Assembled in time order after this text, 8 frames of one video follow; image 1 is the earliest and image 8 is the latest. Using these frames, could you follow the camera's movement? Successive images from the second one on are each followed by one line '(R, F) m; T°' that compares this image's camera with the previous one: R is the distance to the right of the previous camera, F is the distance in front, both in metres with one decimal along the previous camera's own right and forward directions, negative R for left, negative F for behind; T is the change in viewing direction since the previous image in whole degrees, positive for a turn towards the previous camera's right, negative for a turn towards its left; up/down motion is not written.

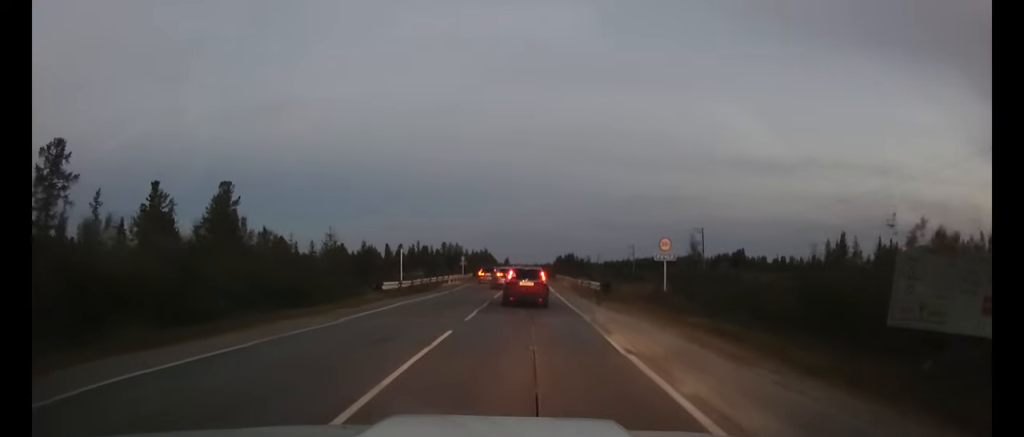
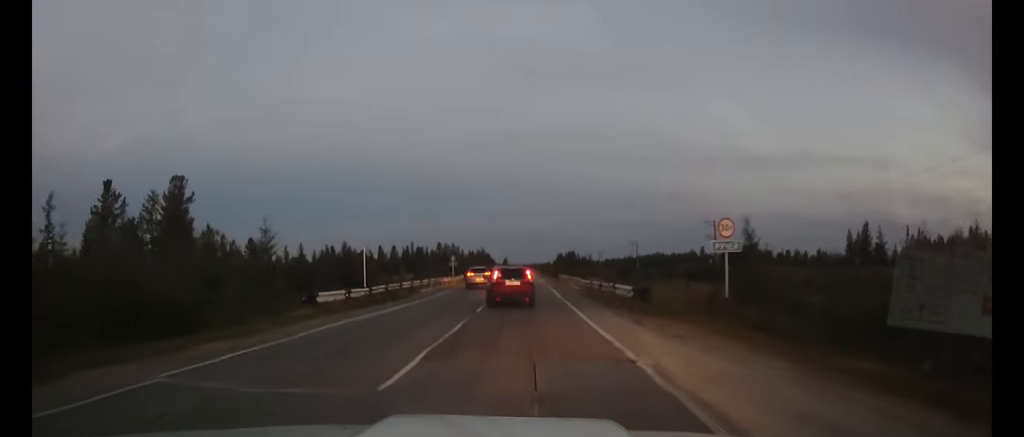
(0.0, +10.0) m; 0°
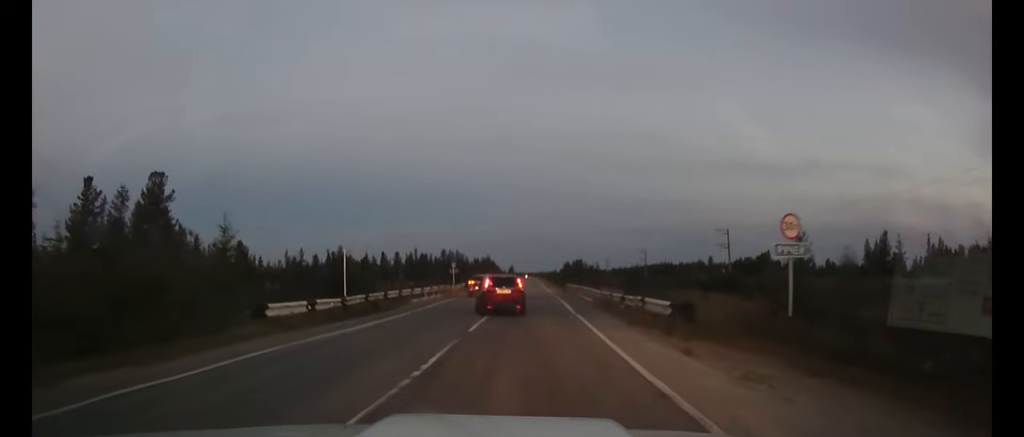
(0.0, +4.8) m; 0°
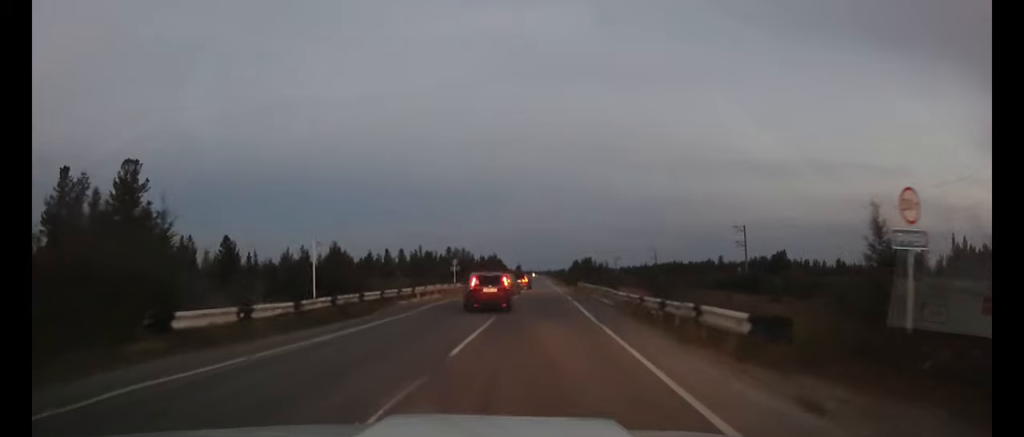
(0.0, +5.3) m; 0°
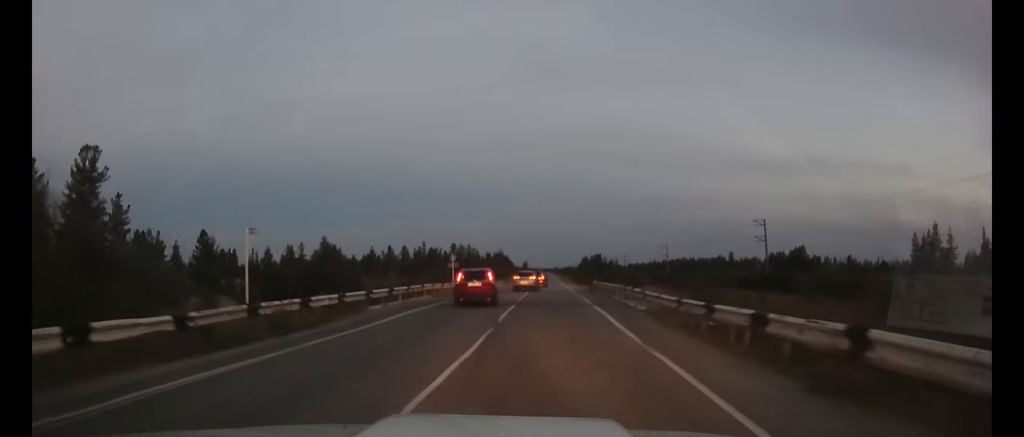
(0.0, +6.7) m; -1°
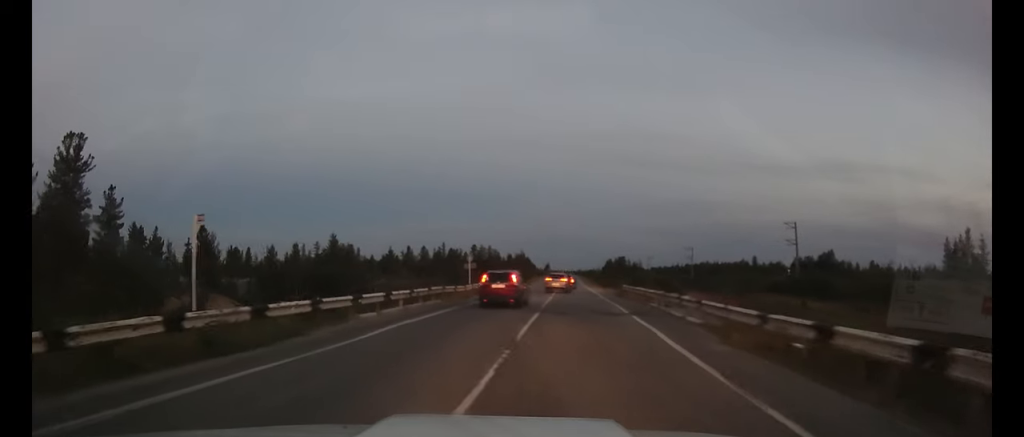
(0.0, +4.1) m; -2°
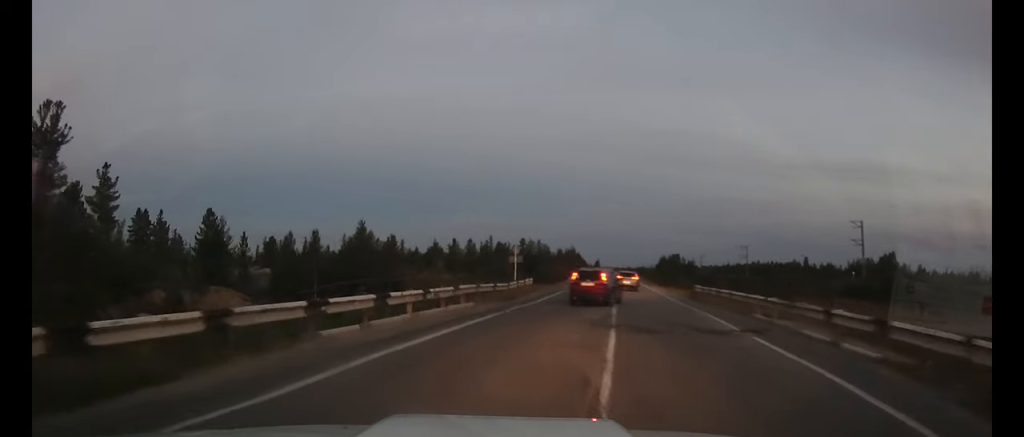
(-0.2, +6.7) m; -3°
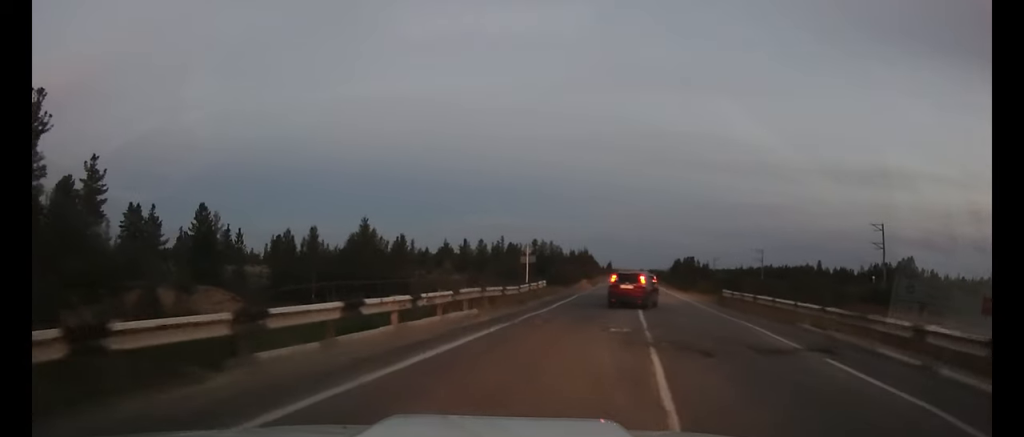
(0.0, +2.9) m; -1°
